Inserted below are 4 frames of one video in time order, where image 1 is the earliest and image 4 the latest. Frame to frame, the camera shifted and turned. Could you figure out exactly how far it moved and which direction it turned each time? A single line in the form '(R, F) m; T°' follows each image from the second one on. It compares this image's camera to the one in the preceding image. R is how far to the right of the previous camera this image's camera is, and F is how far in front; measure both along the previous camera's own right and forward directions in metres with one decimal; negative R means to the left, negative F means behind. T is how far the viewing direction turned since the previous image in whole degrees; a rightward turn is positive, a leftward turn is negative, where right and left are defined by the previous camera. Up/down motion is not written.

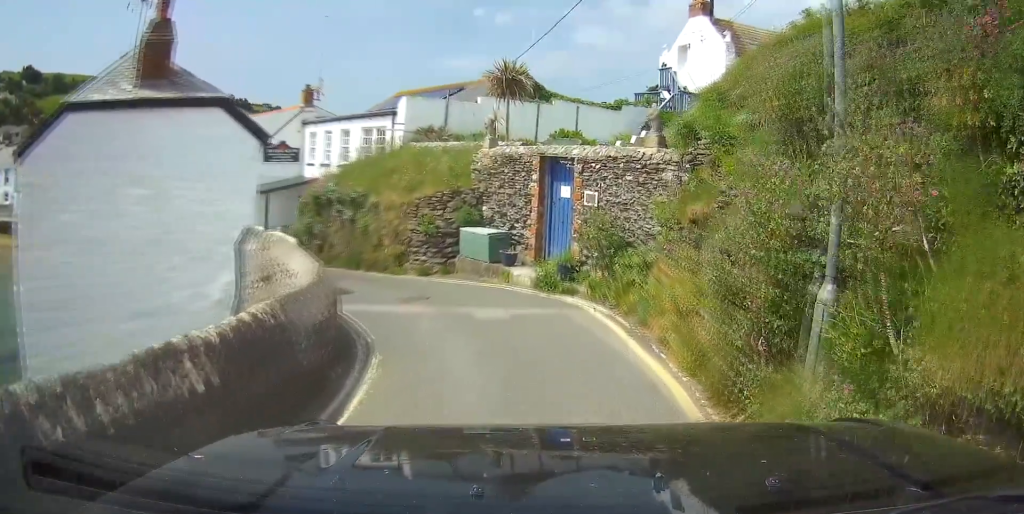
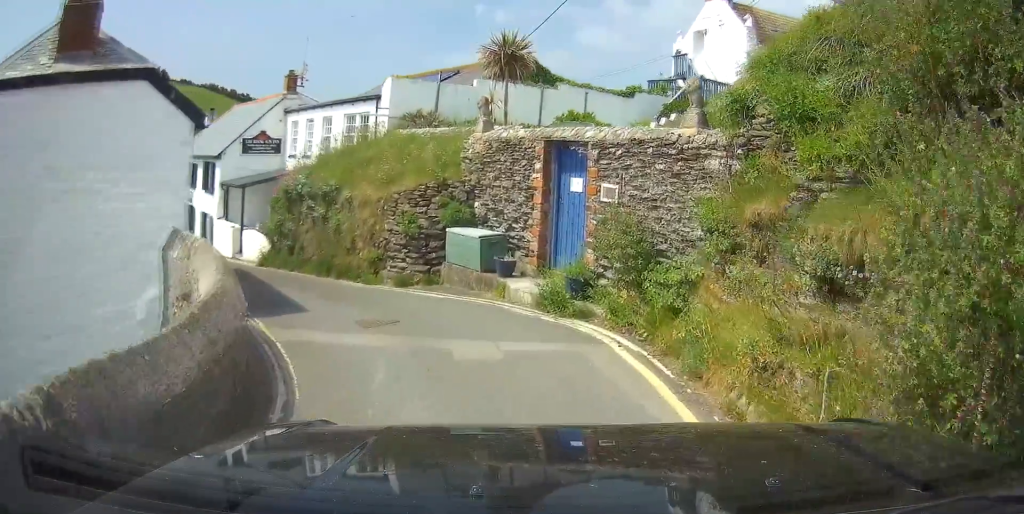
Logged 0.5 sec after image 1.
(+0.1, +2.2) m; -1°
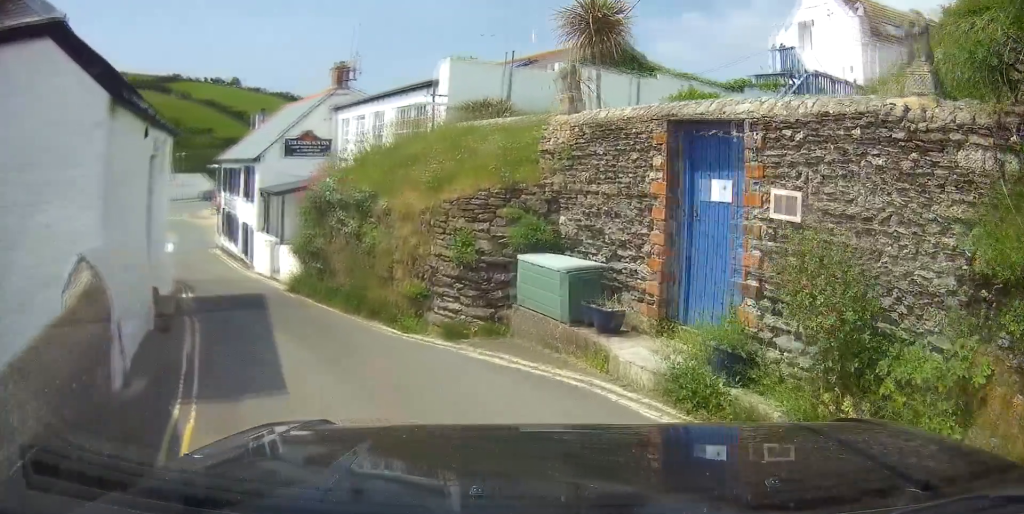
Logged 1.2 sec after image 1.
(-0.1, +4.2) m; -8°
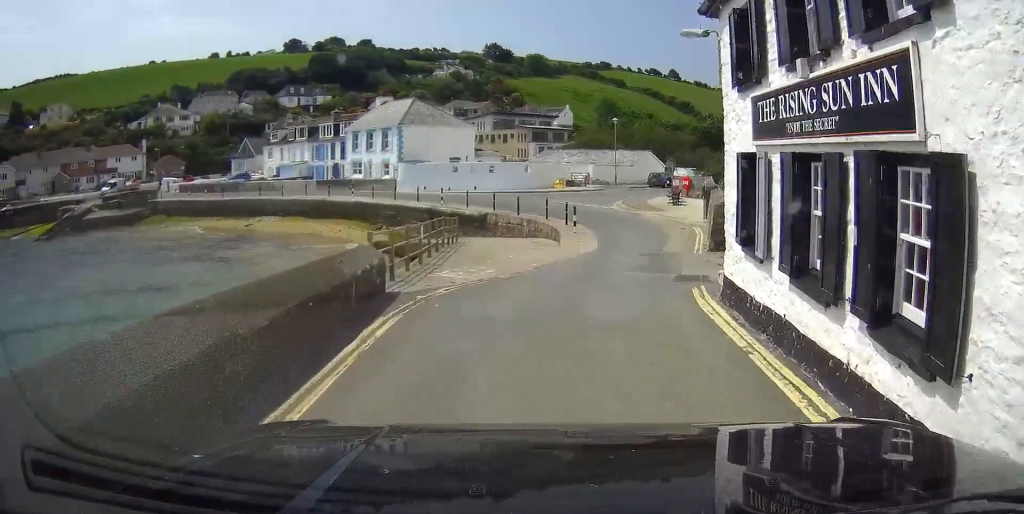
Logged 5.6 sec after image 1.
(-8.5, +26.9) m; -25°
